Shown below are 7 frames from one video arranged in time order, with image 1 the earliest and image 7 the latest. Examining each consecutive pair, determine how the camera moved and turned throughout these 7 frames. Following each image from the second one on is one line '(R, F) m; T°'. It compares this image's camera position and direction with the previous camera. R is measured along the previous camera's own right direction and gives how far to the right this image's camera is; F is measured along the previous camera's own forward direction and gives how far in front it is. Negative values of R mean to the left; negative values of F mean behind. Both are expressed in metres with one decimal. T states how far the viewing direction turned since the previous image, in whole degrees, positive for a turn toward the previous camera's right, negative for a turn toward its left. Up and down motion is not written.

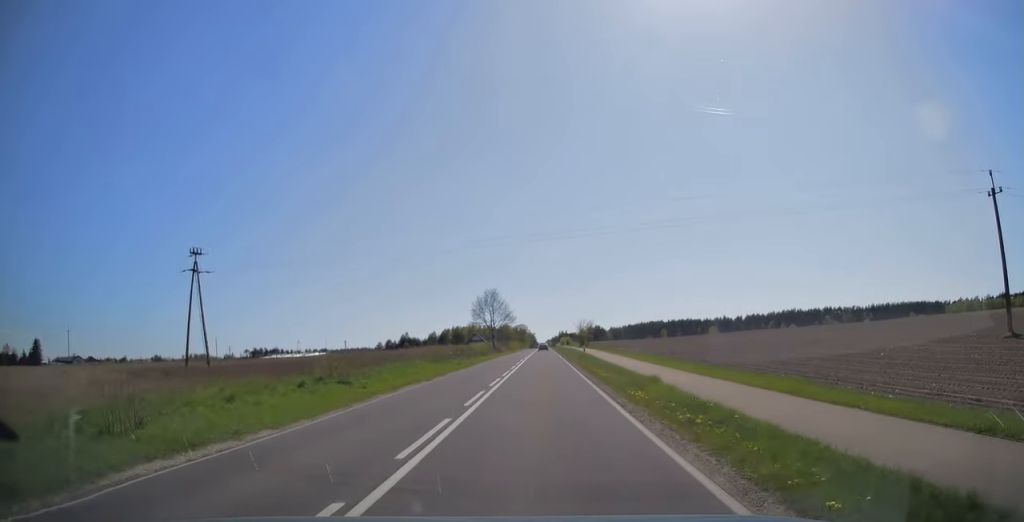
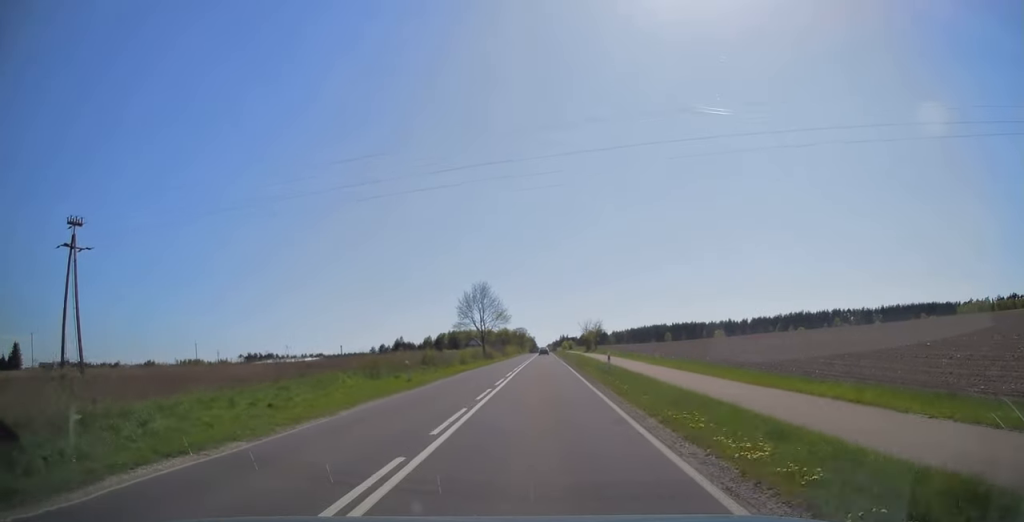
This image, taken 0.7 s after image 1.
(0.0, +16.1) m; 0°
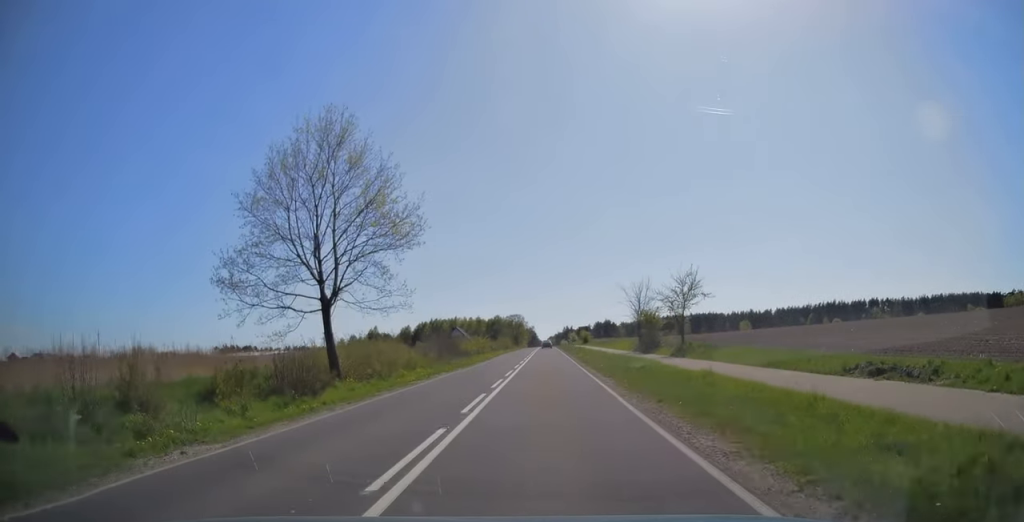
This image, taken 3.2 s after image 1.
(+0.2, +59.1) m; 0°
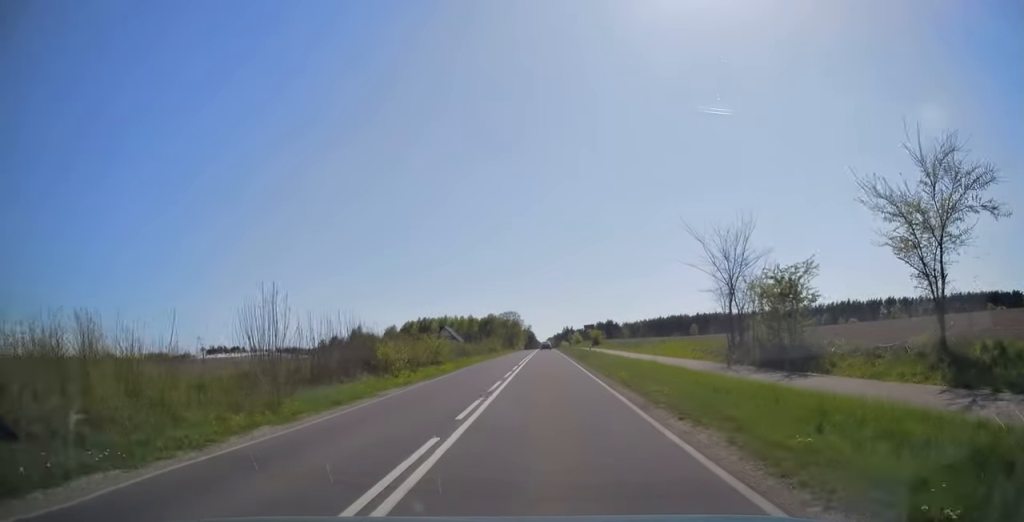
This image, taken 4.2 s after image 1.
(0.0, +25.2) m; 0°
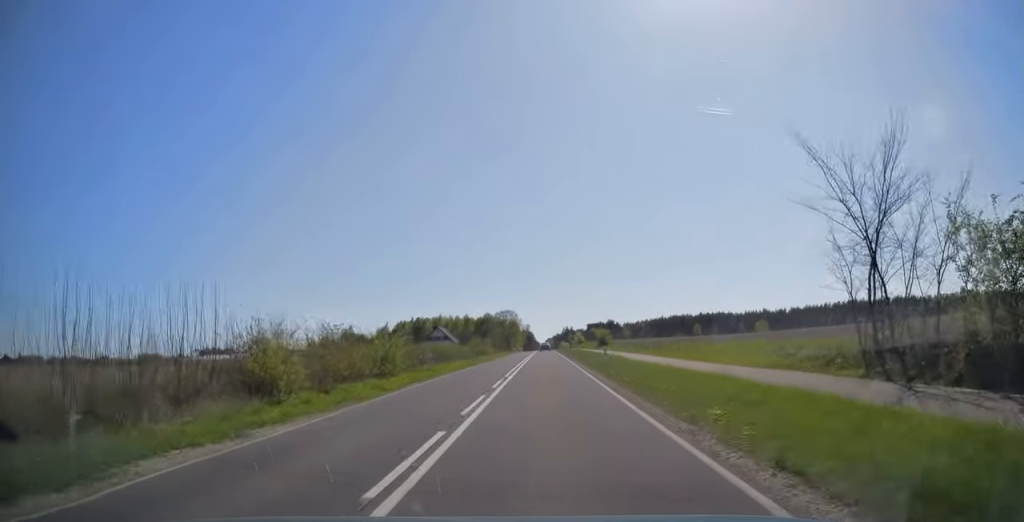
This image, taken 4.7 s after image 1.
(0.0, +11.6) m; 0°
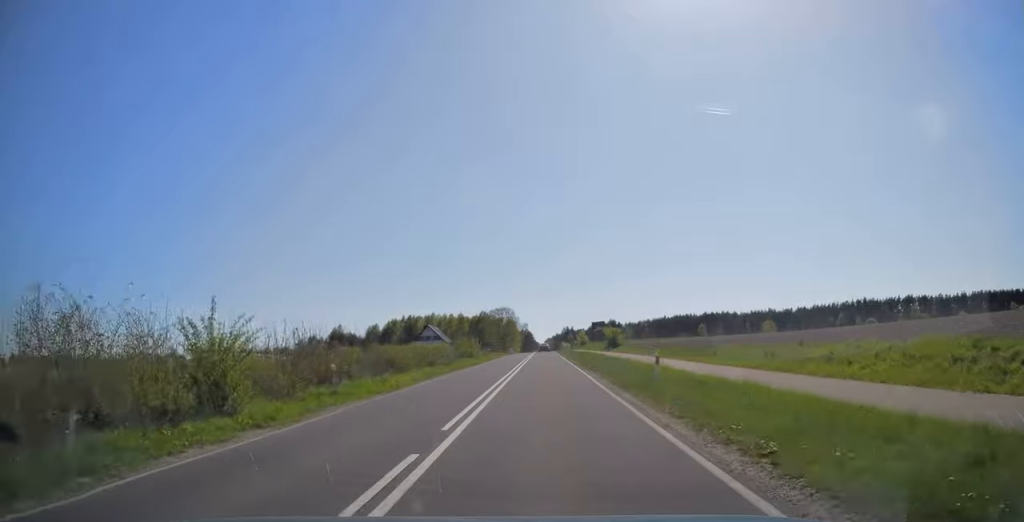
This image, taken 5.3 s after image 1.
(+0.1, +14.0) m; 0°
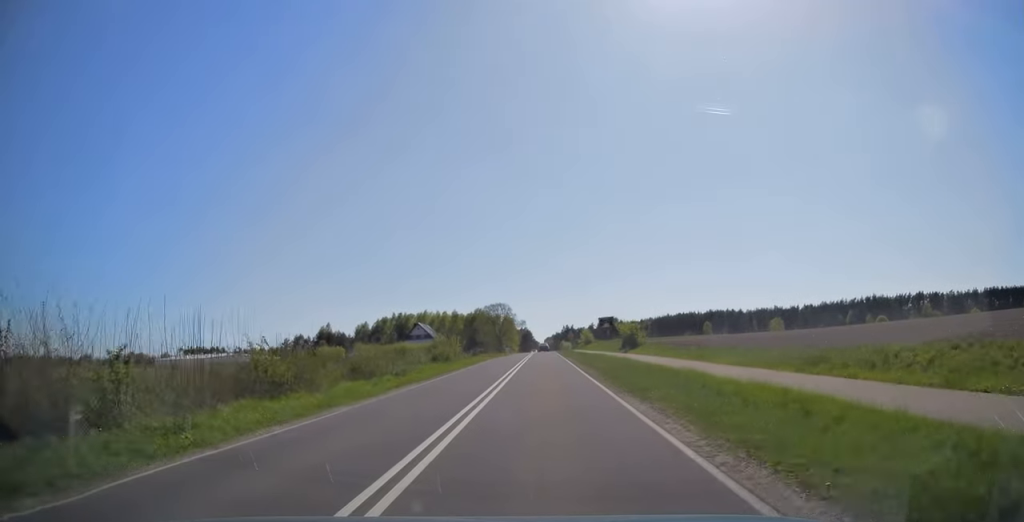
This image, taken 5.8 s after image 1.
(0.0, +13.6) m; 0°
